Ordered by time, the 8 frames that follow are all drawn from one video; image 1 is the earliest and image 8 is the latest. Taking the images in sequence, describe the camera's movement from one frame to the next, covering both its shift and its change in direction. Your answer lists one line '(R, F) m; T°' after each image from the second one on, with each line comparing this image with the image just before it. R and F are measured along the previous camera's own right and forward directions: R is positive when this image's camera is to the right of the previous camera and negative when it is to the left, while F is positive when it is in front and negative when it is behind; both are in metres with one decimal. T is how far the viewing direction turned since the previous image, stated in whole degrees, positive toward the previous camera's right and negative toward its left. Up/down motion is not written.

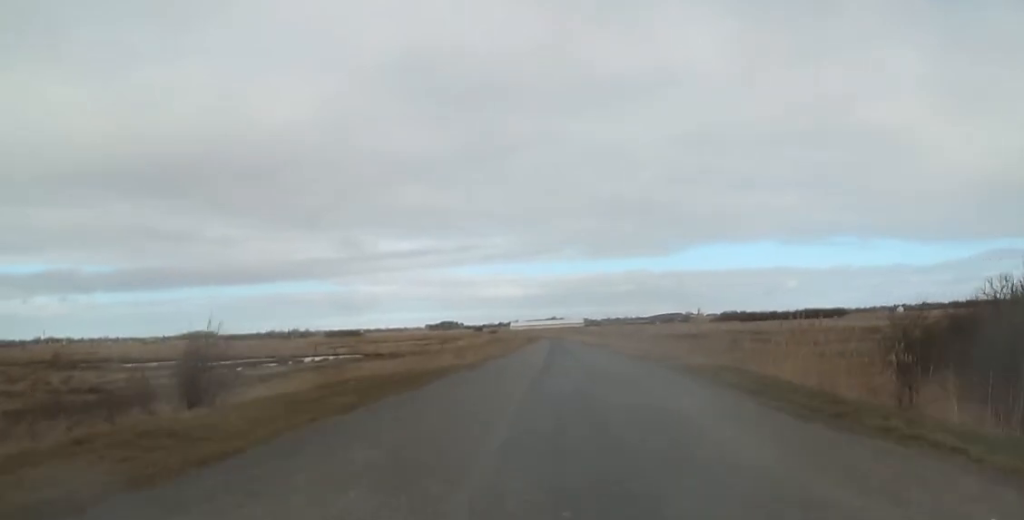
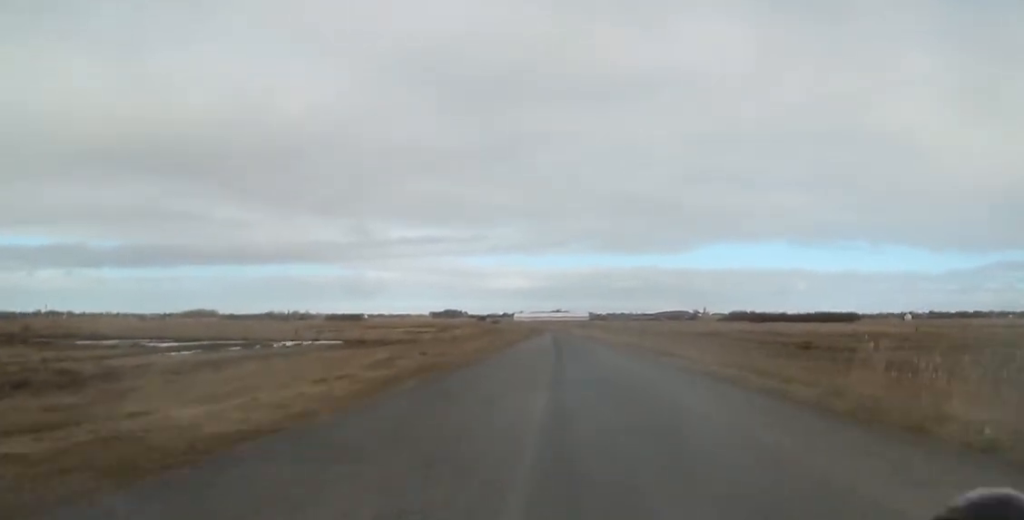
(+0.4, +14.2) m; -1°
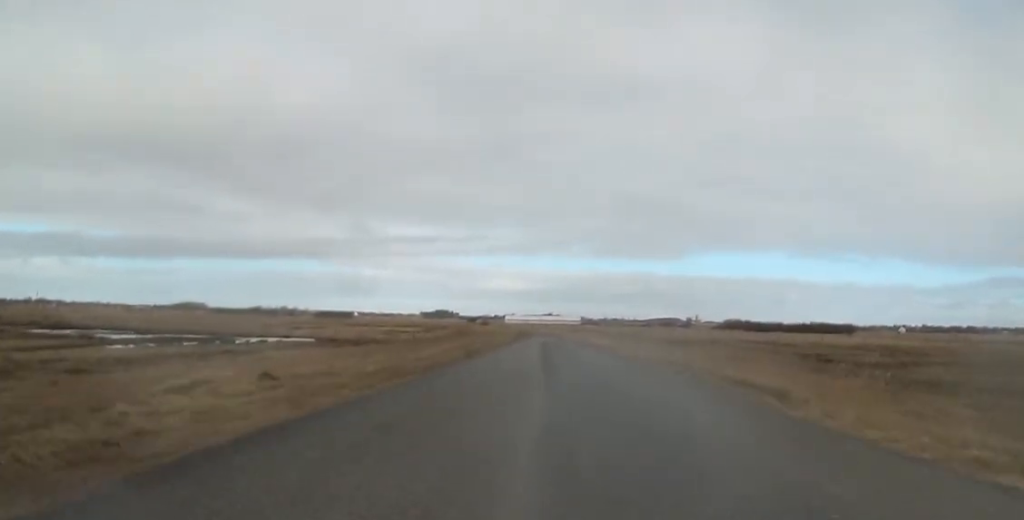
(+0.5, +9.5) m; +2°
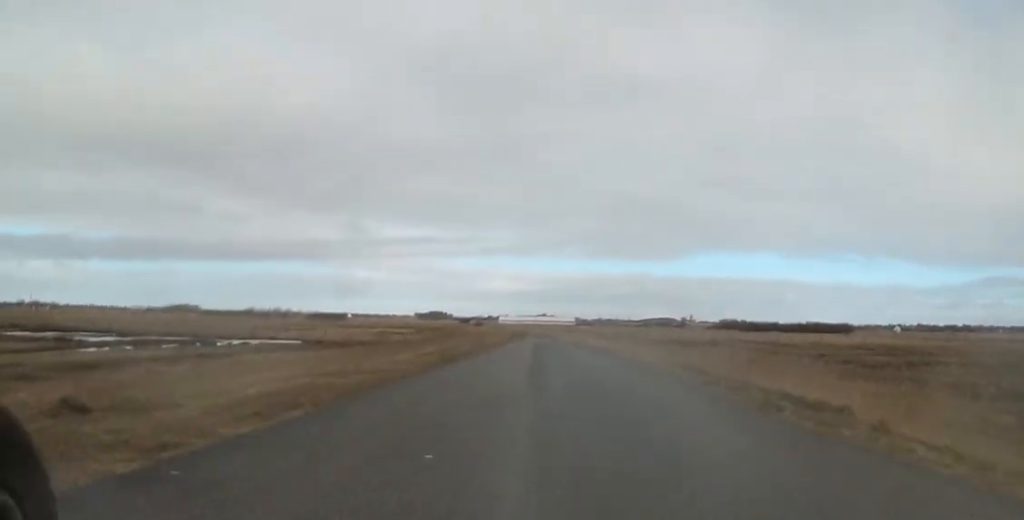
(+0.3, +3.8) m; -2°
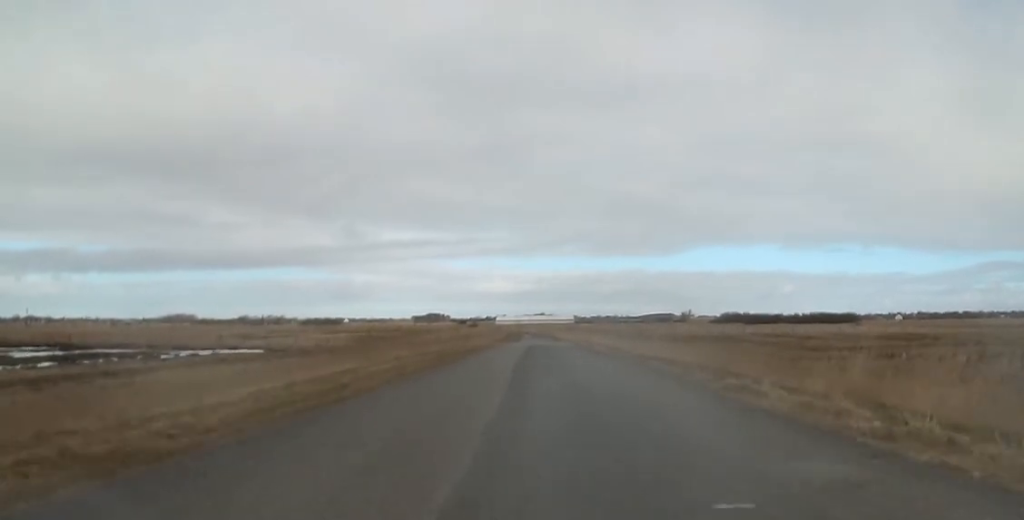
(-1.3, +13.1) m; +2°
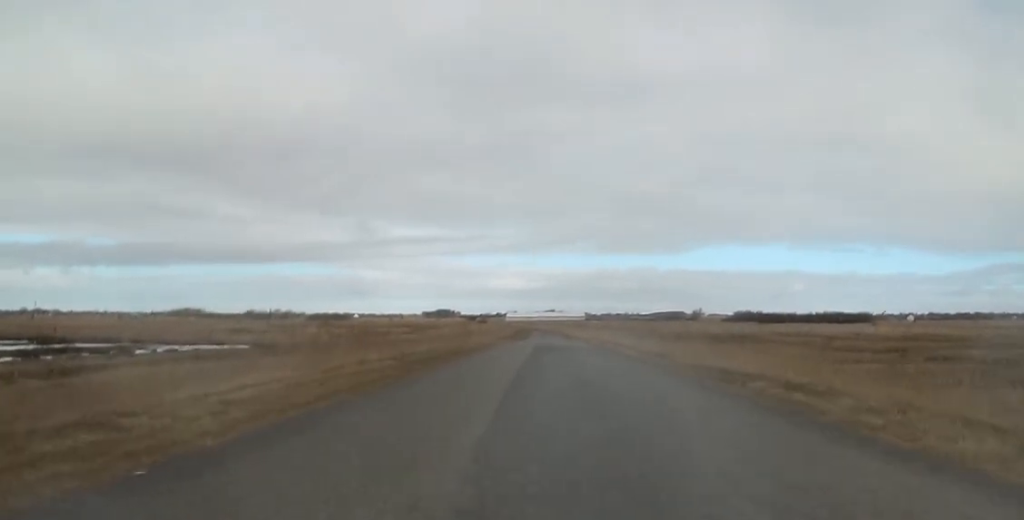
(+0.7, +6.4) m; +2°
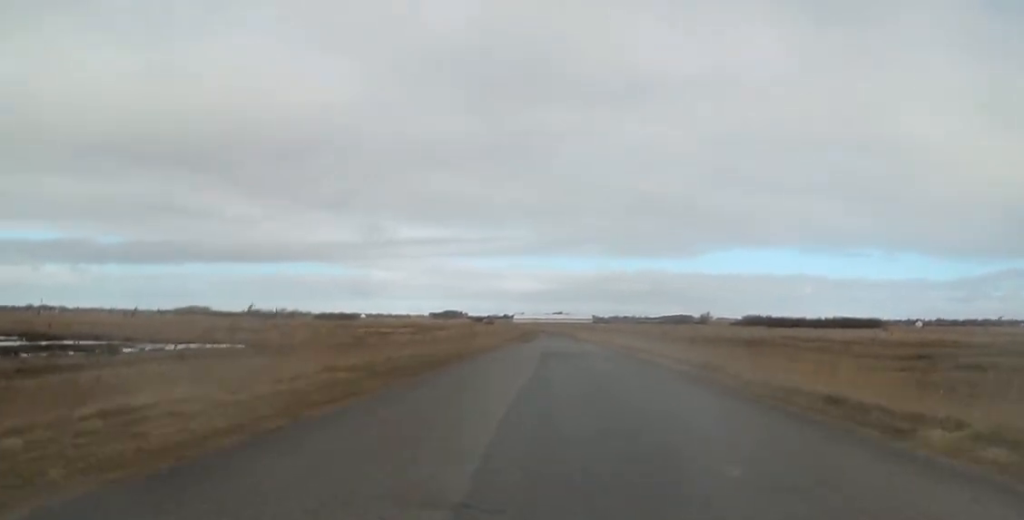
(0.0, +3.2) m; -1°
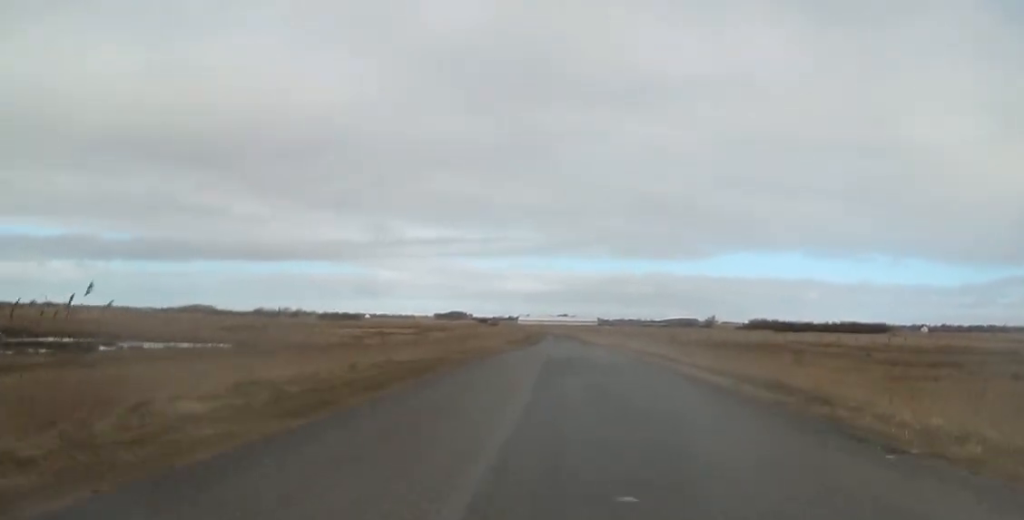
(-0.4, +4.1) m; -4°
